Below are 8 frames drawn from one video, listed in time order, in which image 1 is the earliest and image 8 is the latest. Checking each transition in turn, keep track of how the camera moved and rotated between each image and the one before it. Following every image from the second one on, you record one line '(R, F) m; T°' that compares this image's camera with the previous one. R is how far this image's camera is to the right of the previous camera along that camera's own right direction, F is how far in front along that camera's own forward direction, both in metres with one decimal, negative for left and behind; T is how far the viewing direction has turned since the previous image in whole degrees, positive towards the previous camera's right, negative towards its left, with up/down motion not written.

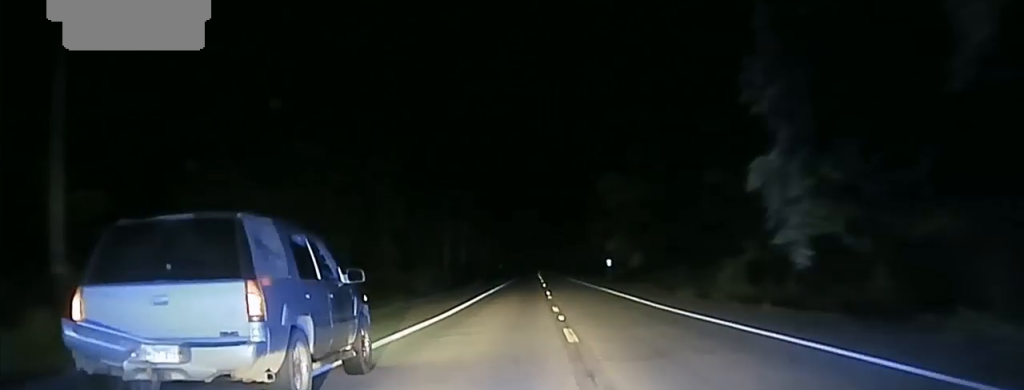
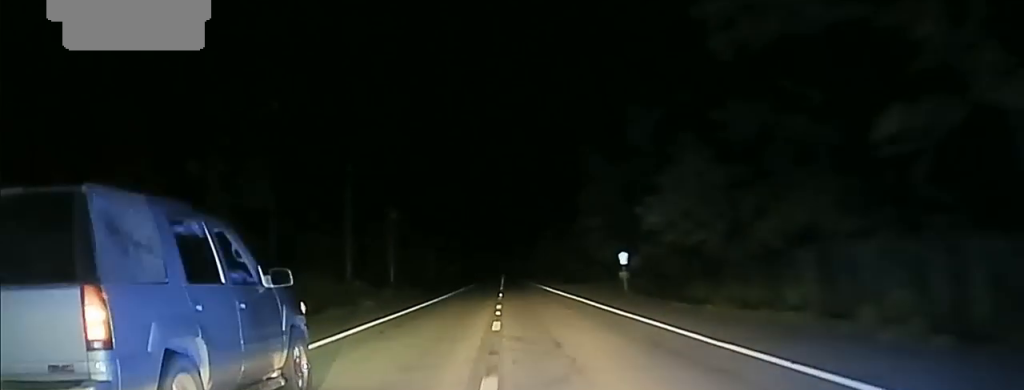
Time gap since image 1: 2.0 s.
(+0.9, +43.5) m; +2°
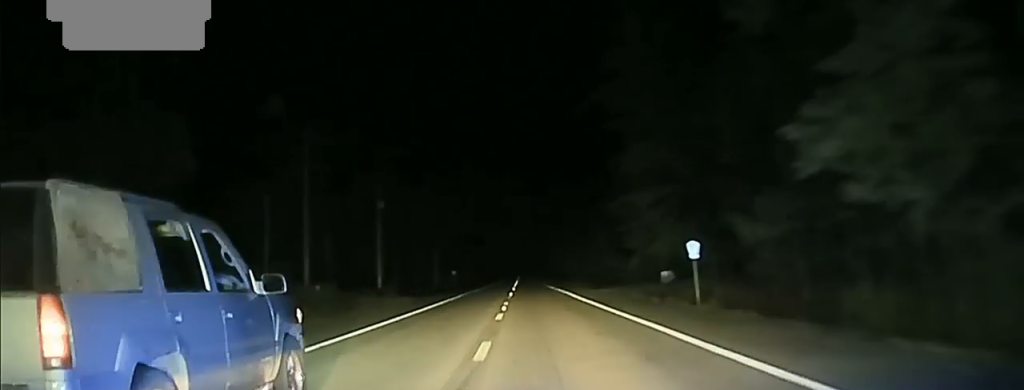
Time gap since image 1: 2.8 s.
(0.0, +19.8) m; 0°
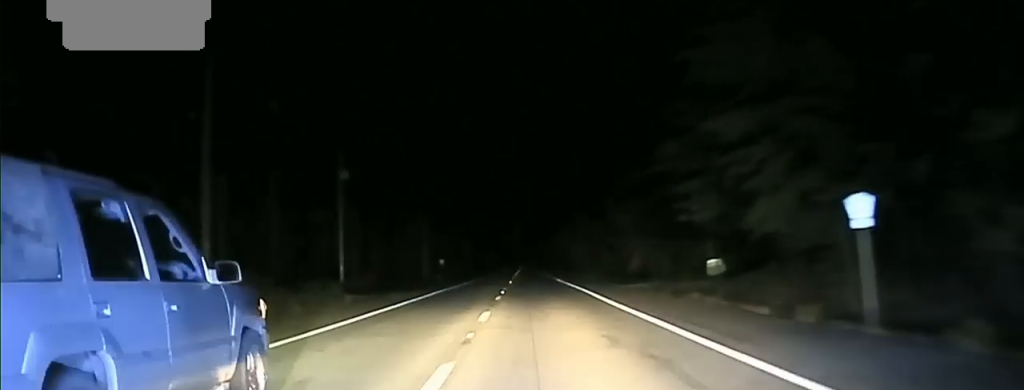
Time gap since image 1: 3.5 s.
(-0.2, +18.8) m; -1°
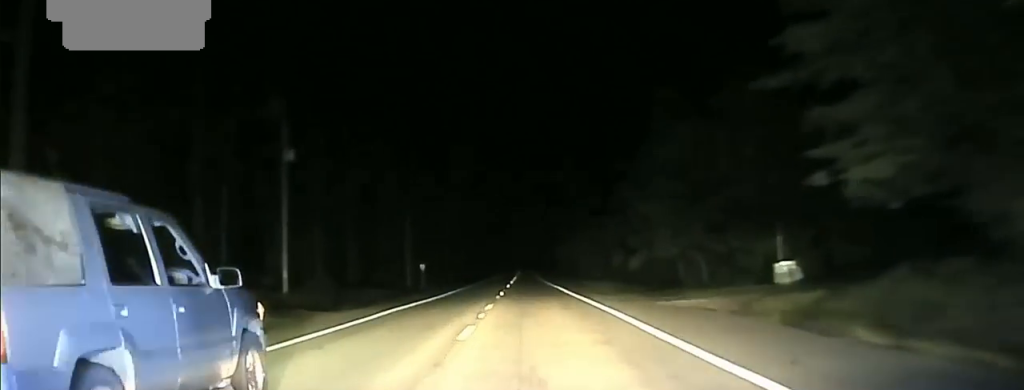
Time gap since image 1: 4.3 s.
(0.0, +20.4) m; 0°
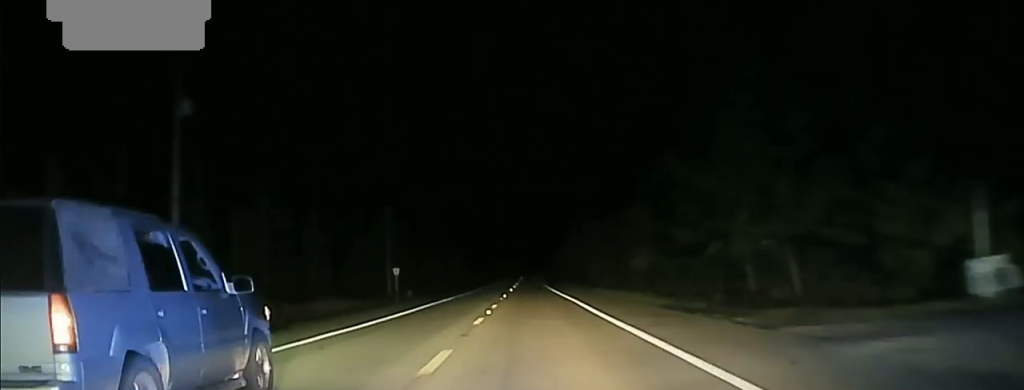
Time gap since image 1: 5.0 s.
(0.0, +21.8) m; 0°
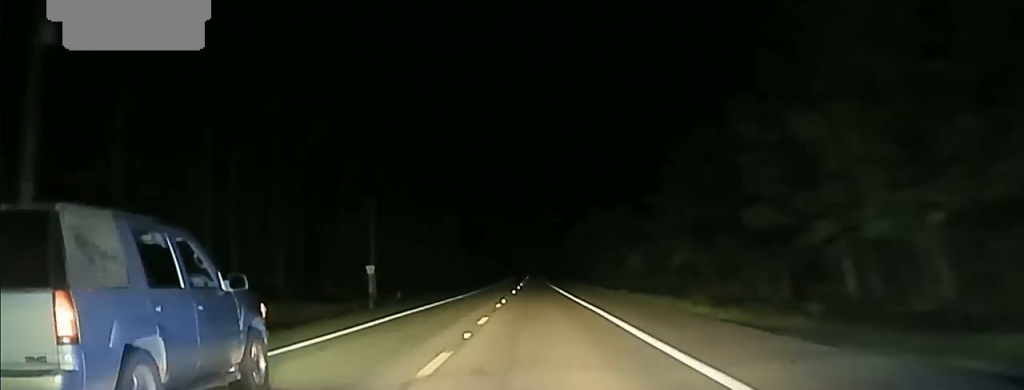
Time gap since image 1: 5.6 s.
(0.0, +15.8) m; 0°
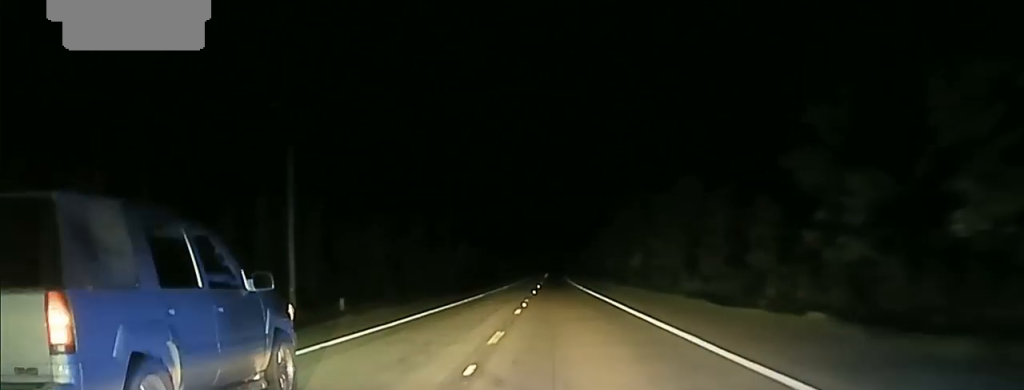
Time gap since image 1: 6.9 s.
(-0.3, +33.4) m; 0°
